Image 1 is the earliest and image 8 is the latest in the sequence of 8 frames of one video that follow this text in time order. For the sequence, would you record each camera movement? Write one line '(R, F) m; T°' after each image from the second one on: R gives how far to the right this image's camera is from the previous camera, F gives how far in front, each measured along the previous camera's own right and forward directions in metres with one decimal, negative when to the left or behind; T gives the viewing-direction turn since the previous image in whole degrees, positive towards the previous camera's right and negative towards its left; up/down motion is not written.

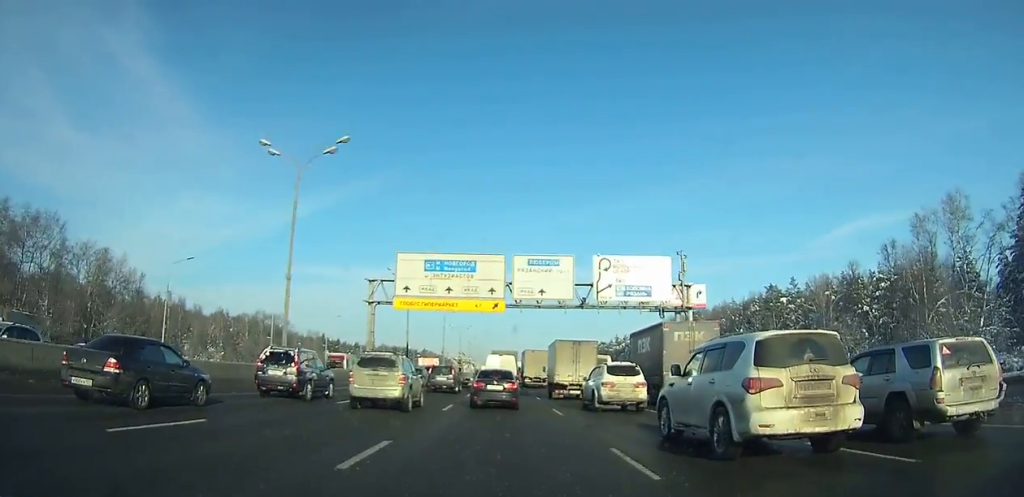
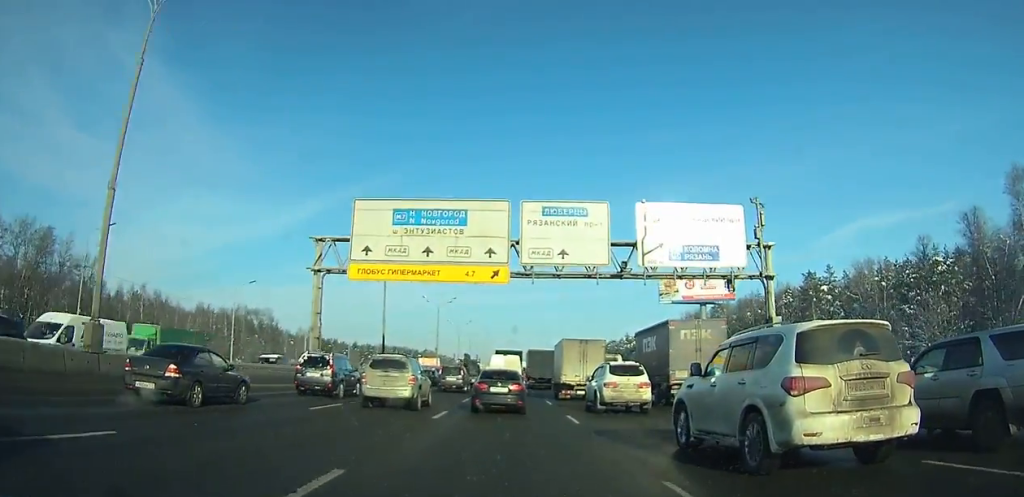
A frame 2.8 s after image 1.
(0.0, +14.5) m; 0°
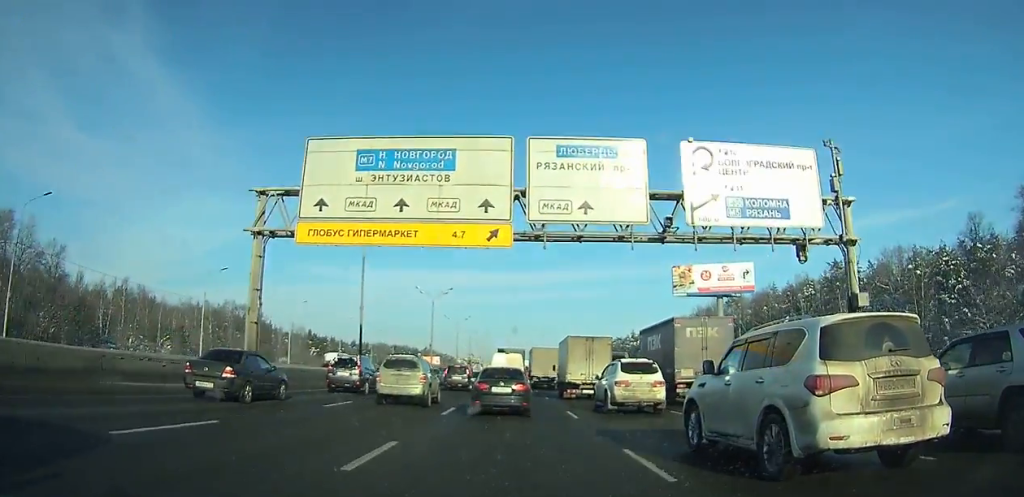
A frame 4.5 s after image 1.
(0.0, +8.7) m; 0°
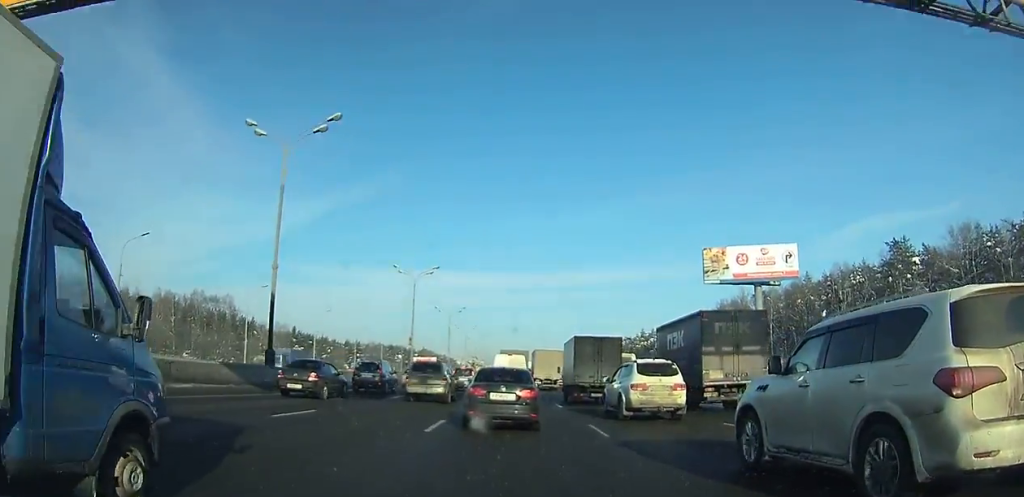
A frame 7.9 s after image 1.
(0.0, +17.3) m; 0°
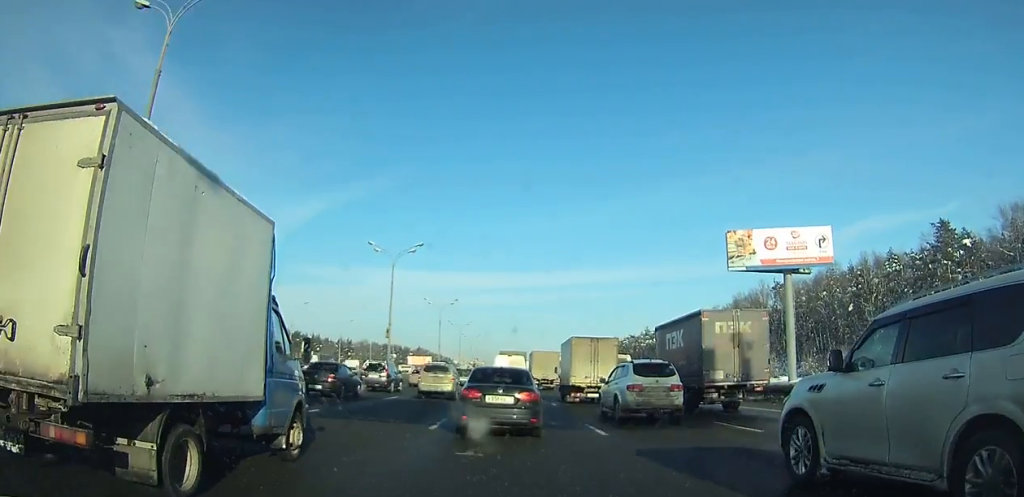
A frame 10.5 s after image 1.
(0.0, +13.1) m; 0°
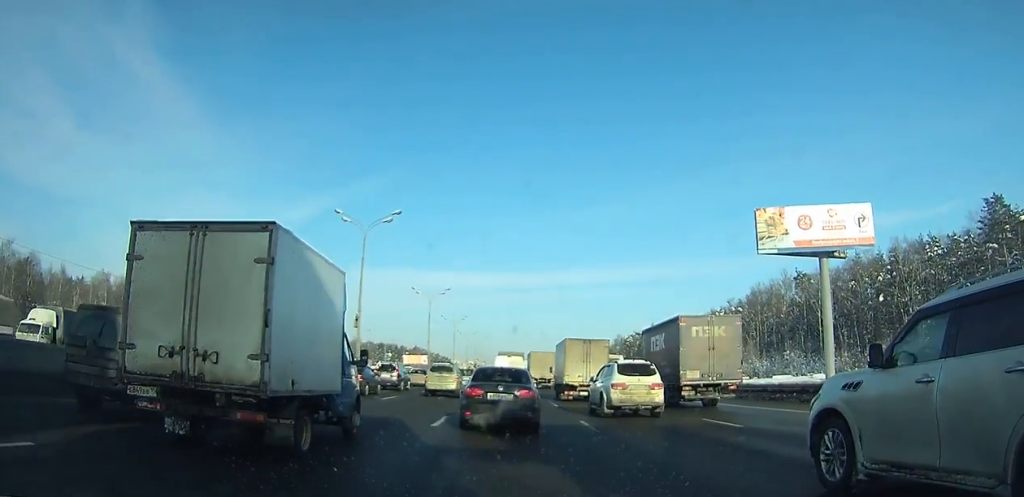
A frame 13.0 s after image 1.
(0.0, +12.5) m; 0°
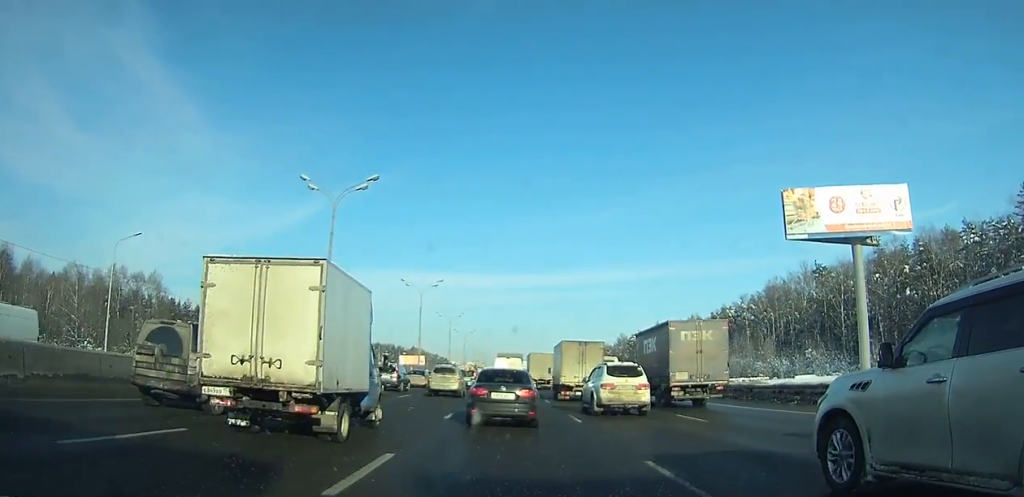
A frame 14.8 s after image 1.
(0.0, +8.9) m; 0°
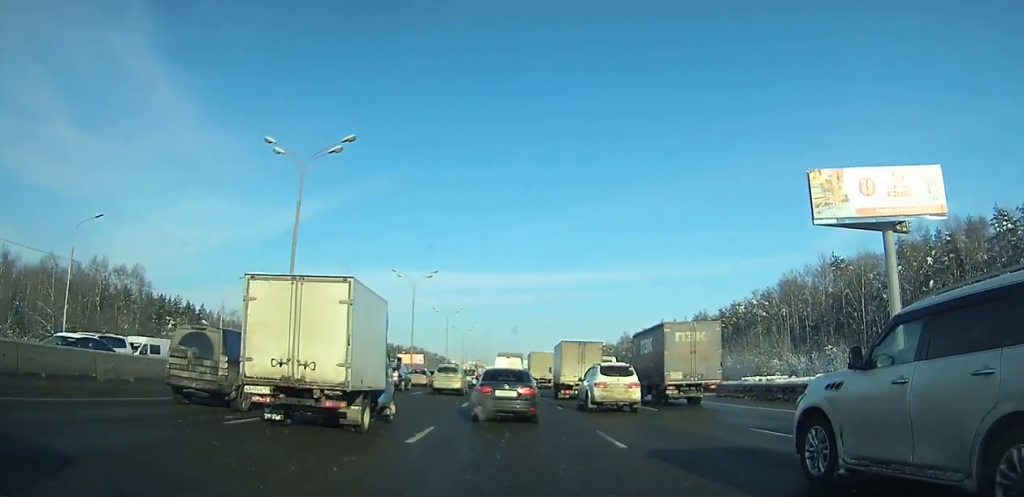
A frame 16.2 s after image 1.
(0.0, +6.9) m; 0°
